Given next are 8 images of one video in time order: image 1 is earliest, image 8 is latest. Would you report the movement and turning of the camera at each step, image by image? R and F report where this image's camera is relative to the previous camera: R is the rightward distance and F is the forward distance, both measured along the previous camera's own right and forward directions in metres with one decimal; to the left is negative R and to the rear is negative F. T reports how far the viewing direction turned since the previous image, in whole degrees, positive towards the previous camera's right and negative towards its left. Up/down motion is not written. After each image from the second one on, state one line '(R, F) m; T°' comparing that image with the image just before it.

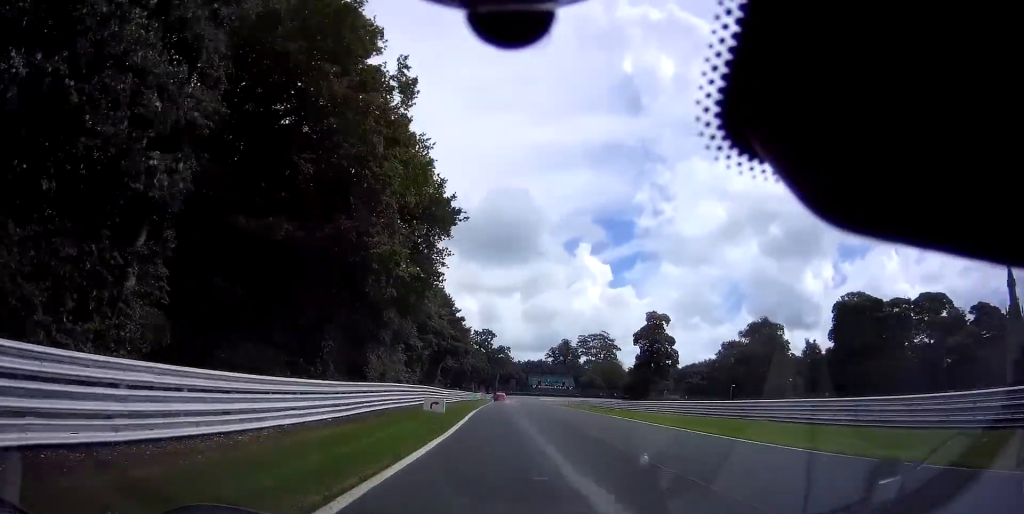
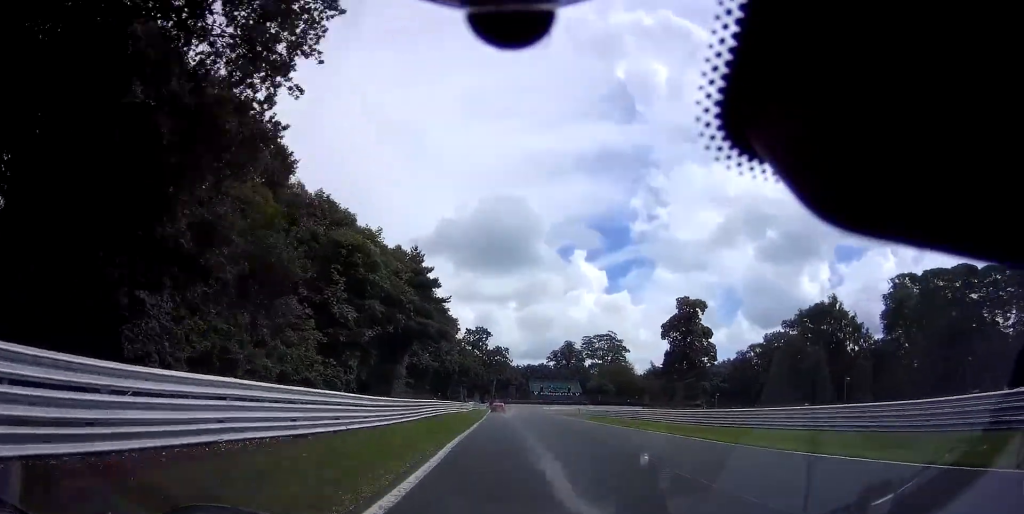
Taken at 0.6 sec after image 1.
(+0.1, +22.6) m; 0°
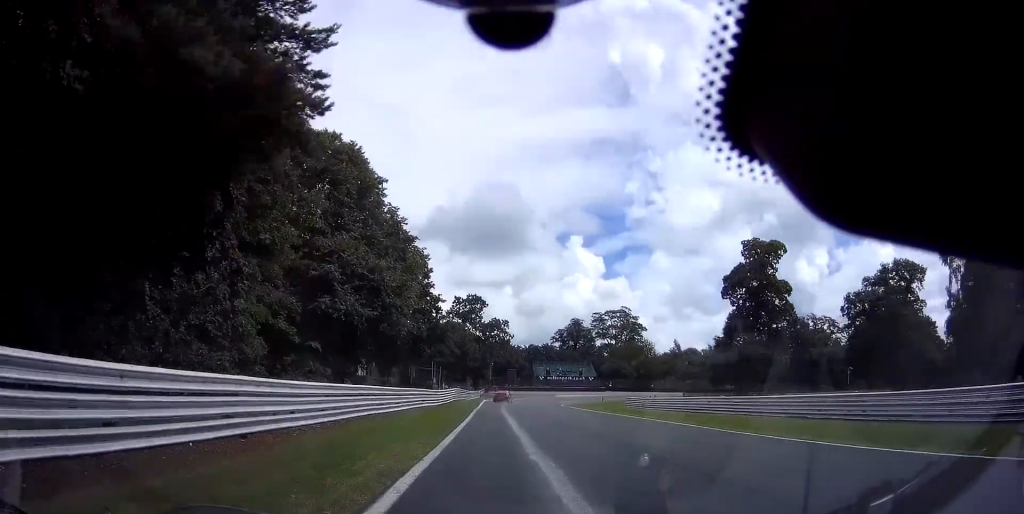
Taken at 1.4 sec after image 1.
(0.0, +27.9) m; 0°
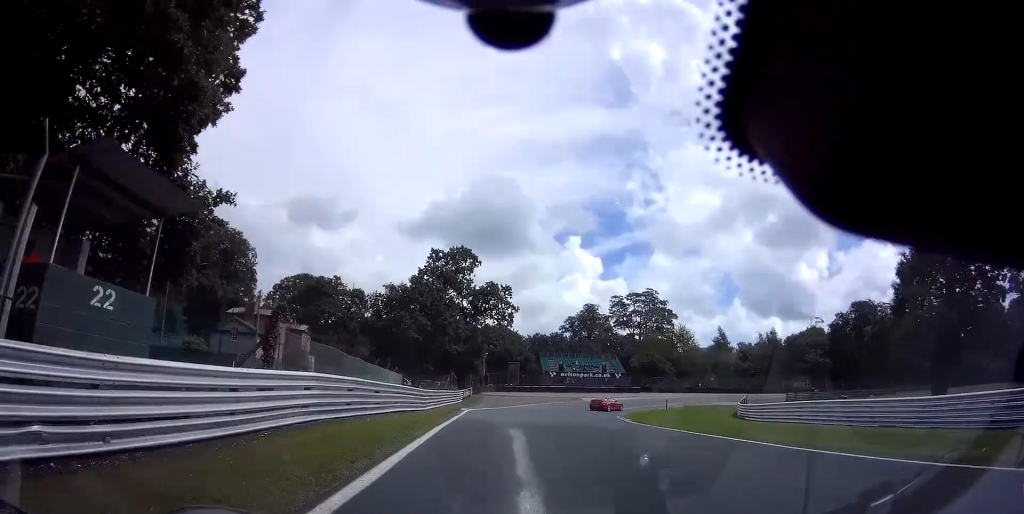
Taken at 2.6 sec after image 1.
(+0.1, +35.9) m; +2°
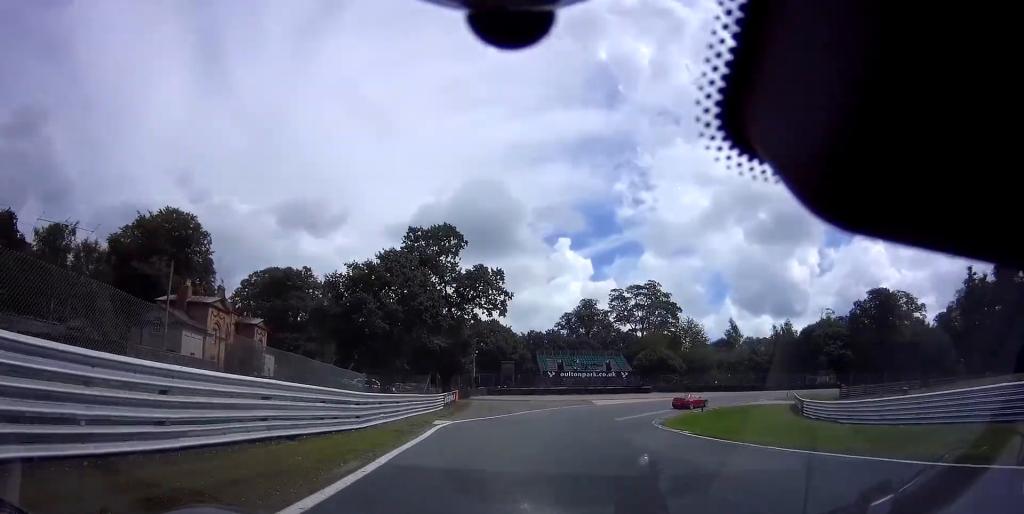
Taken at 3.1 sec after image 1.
(0.0, +12.2) m; +3°
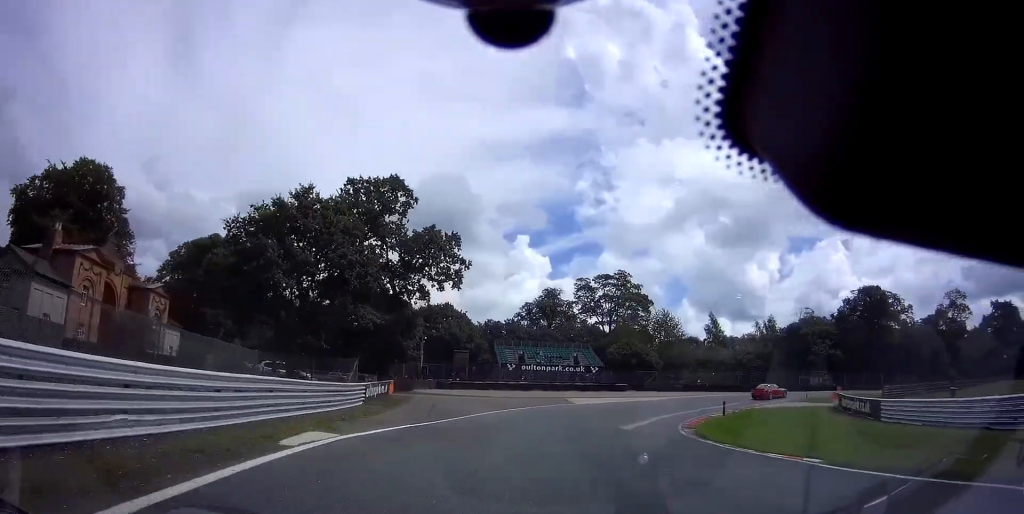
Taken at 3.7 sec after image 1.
(+0.2, +12.2) m; +7°
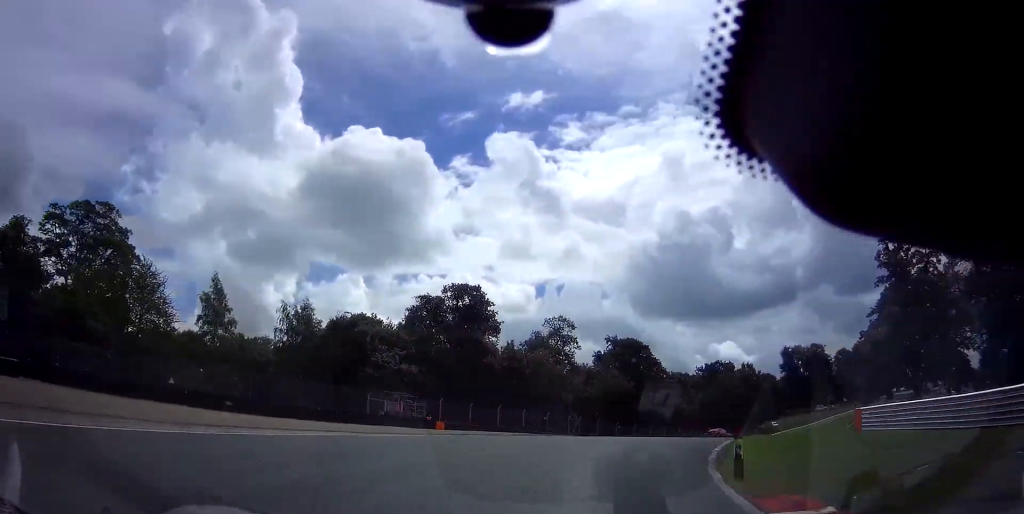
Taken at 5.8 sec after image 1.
(+15.6, +38.3) m; +48°
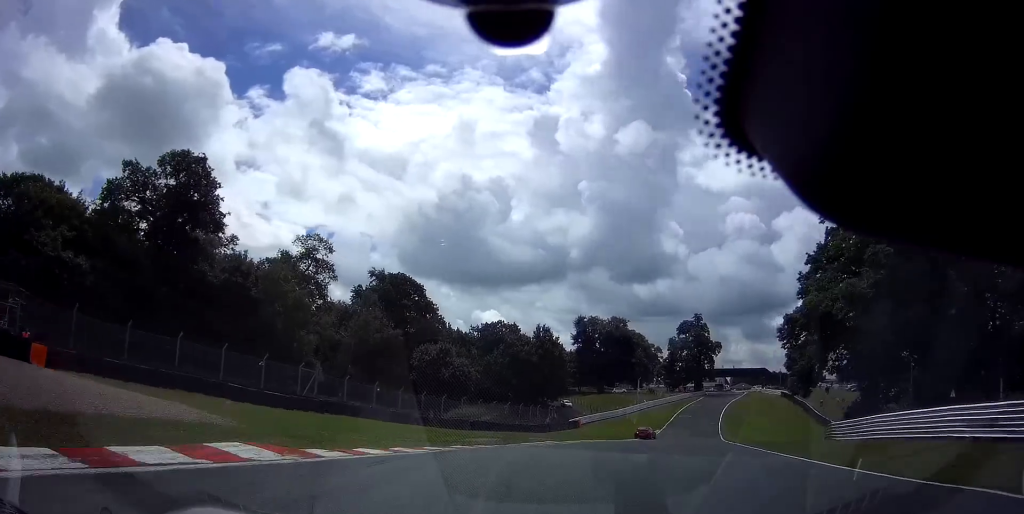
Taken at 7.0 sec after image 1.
(+5.3, +24.7) m; +25°
